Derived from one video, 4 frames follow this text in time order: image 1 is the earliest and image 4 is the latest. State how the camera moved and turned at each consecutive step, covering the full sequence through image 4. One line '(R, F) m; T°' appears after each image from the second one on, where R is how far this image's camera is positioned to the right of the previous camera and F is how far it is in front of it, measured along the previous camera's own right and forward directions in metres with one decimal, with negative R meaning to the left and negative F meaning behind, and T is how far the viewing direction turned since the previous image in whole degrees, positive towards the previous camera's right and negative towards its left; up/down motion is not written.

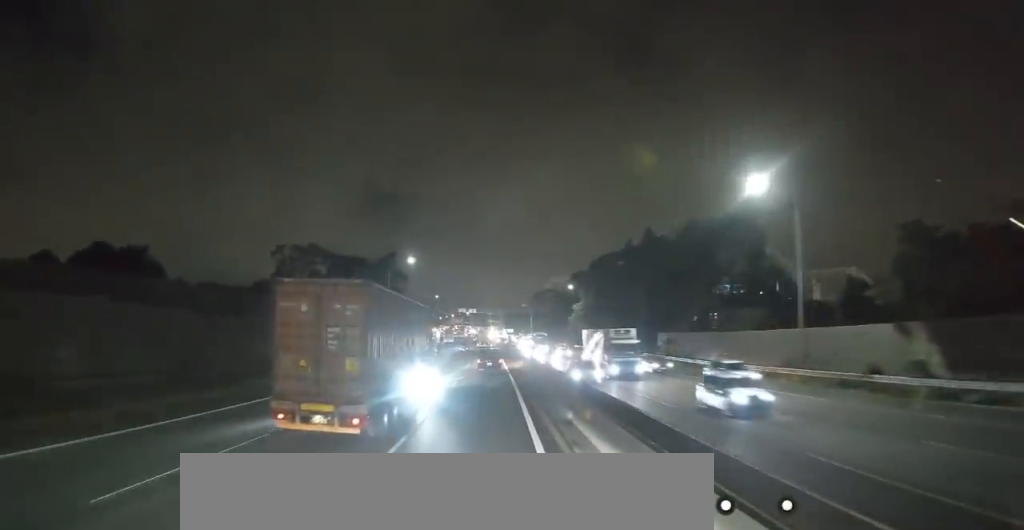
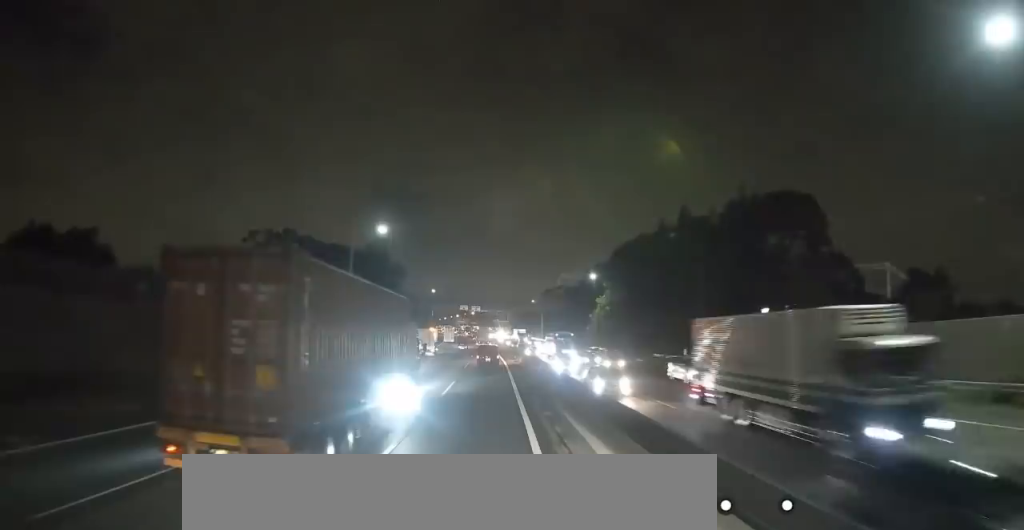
(0.0, +20.4) m; 0°
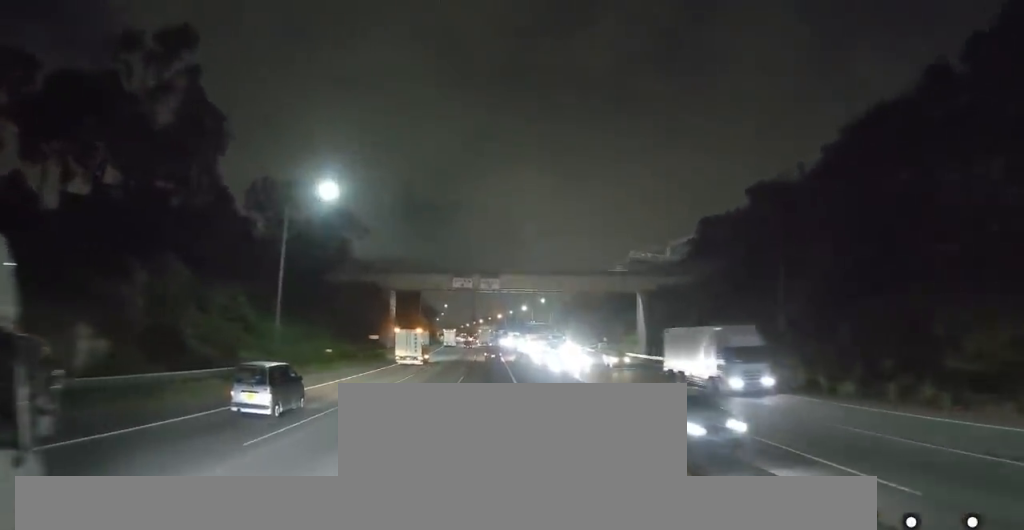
(-2.0, +95.5) m; -4°
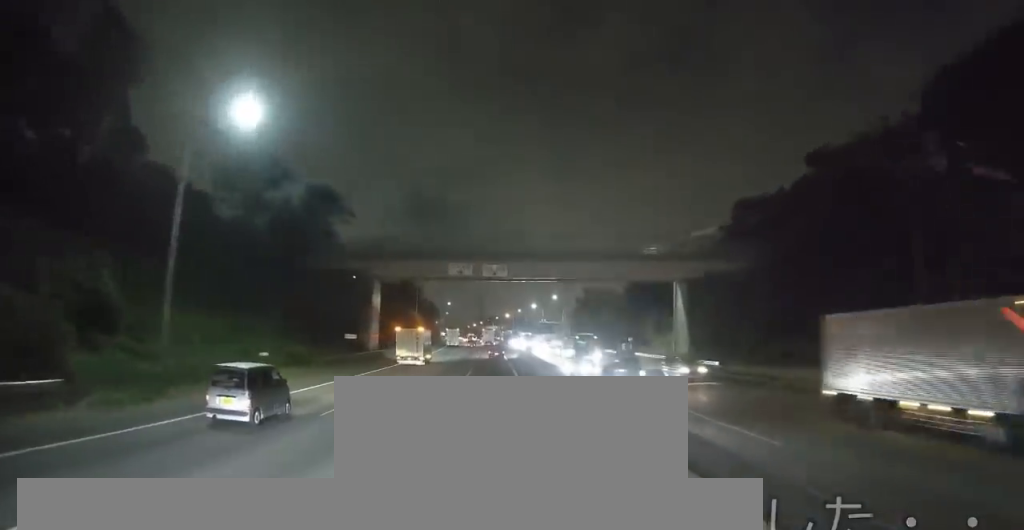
(+0.2, +14.0) m; -1°
